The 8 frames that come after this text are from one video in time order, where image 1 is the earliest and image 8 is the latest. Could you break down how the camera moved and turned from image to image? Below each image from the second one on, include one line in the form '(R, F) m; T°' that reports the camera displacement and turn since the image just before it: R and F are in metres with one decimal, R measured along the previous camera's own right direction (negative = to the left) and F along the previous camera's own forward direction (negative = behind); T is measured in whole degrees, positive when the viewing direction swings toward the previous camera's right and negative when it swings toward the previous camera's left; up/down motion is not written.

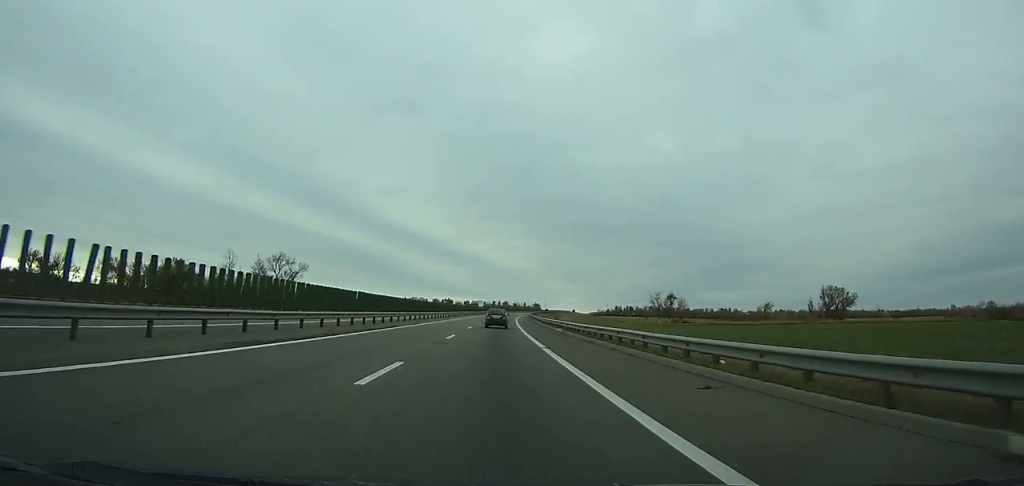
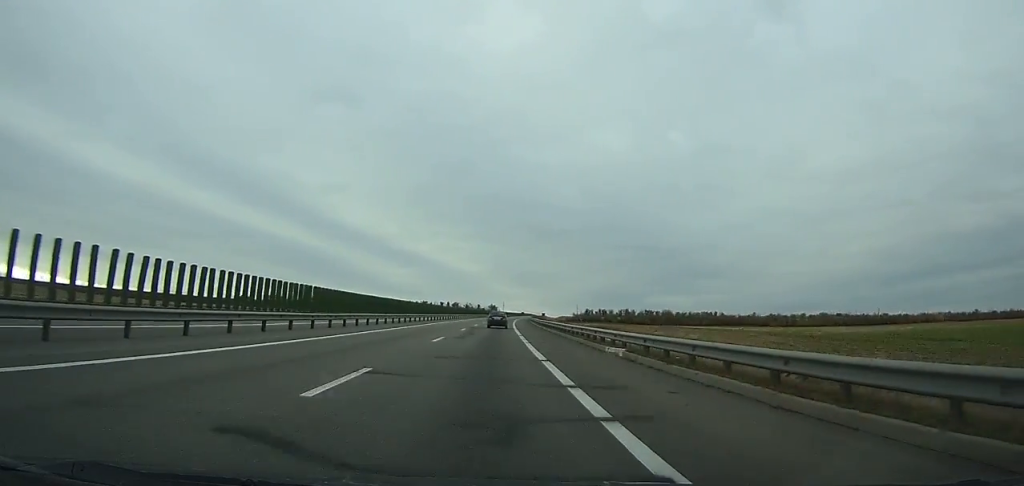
(+6.4, +169.0) m; +4°
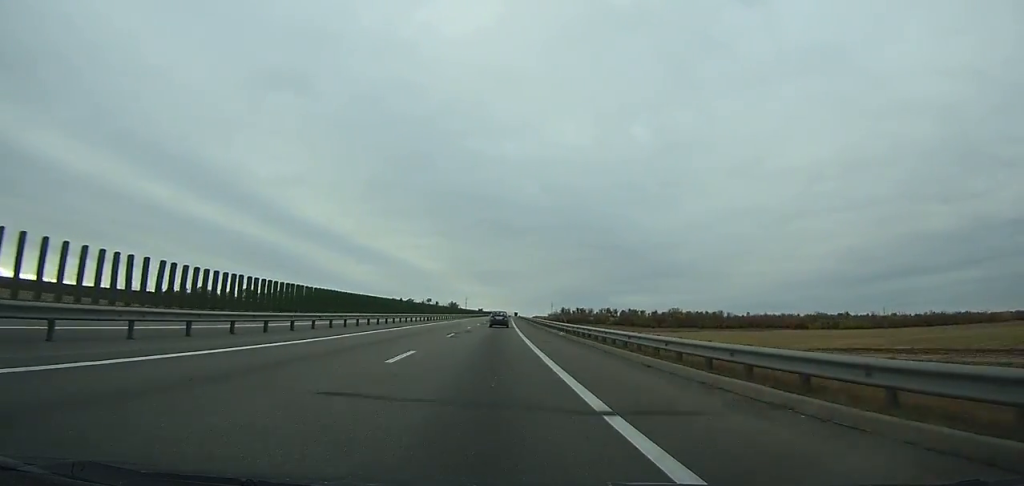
(+3.3, +118.8) m; +3°
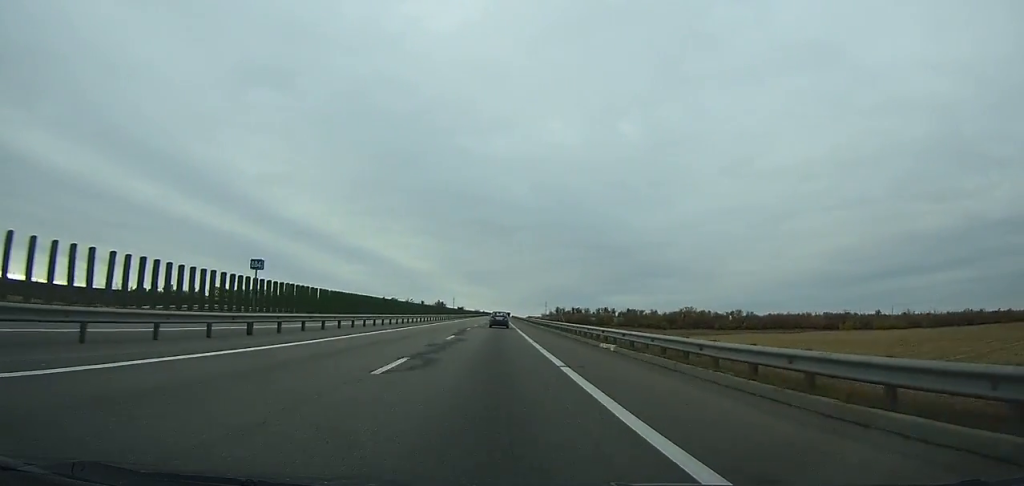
(+0.7, +43.7) m; +1°
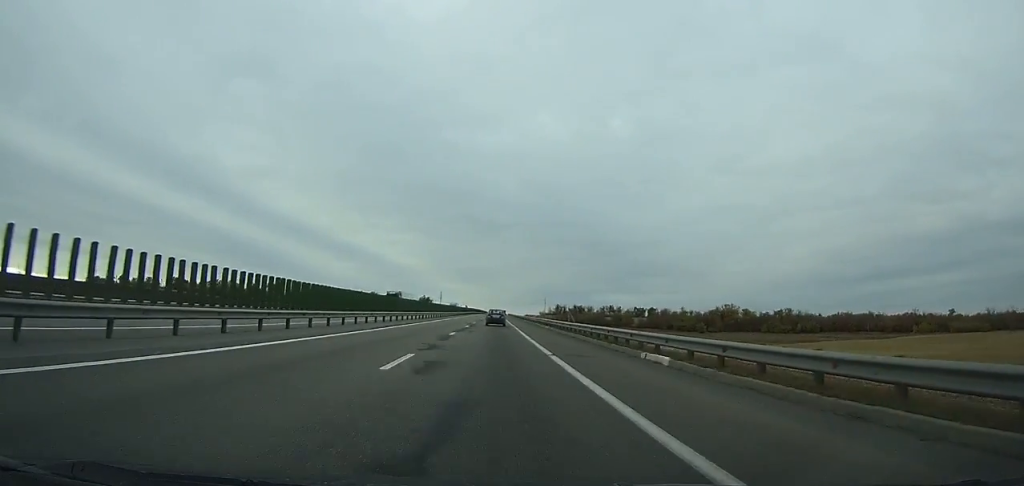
(+0.8, +69.1) m; +1°
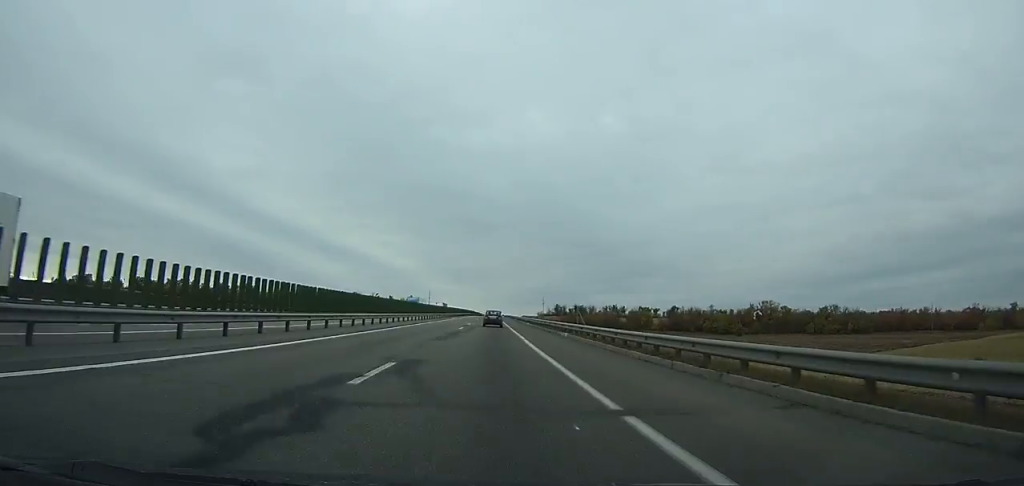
(+0.2, +47.8) m; 0°
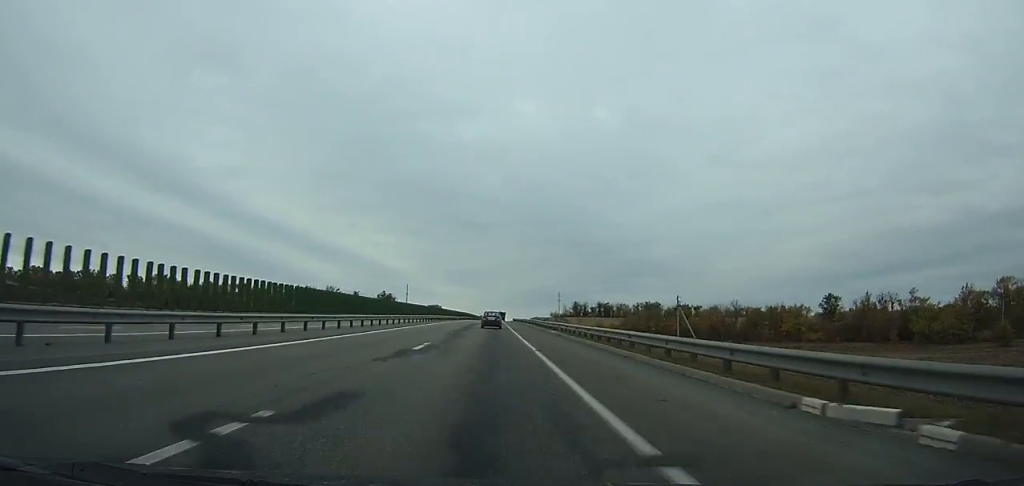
(+0.8, +132.1) m; +1°
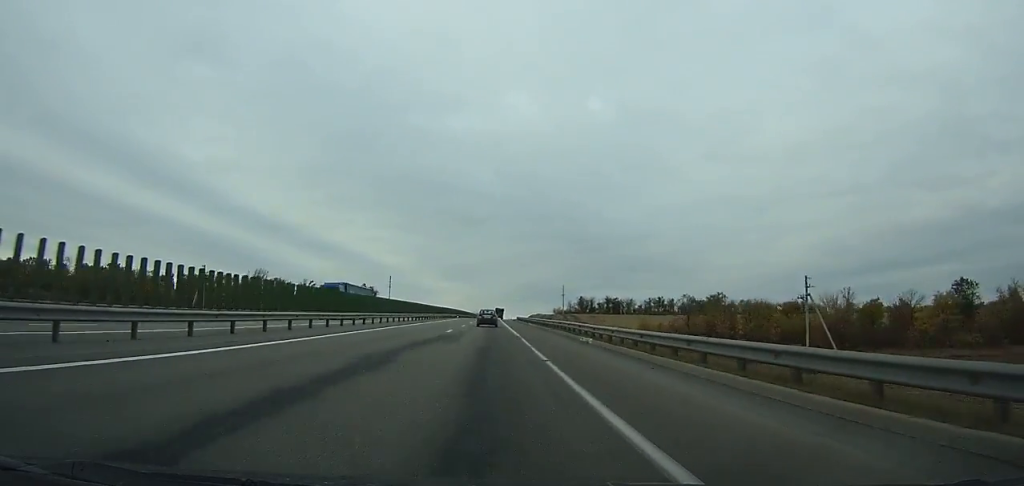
(+0.1, +51.3) m; 0°
